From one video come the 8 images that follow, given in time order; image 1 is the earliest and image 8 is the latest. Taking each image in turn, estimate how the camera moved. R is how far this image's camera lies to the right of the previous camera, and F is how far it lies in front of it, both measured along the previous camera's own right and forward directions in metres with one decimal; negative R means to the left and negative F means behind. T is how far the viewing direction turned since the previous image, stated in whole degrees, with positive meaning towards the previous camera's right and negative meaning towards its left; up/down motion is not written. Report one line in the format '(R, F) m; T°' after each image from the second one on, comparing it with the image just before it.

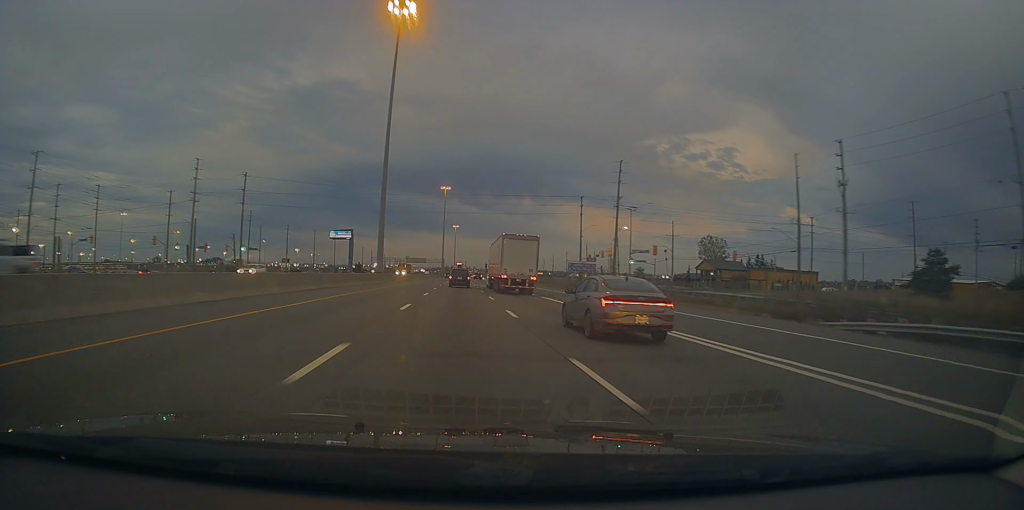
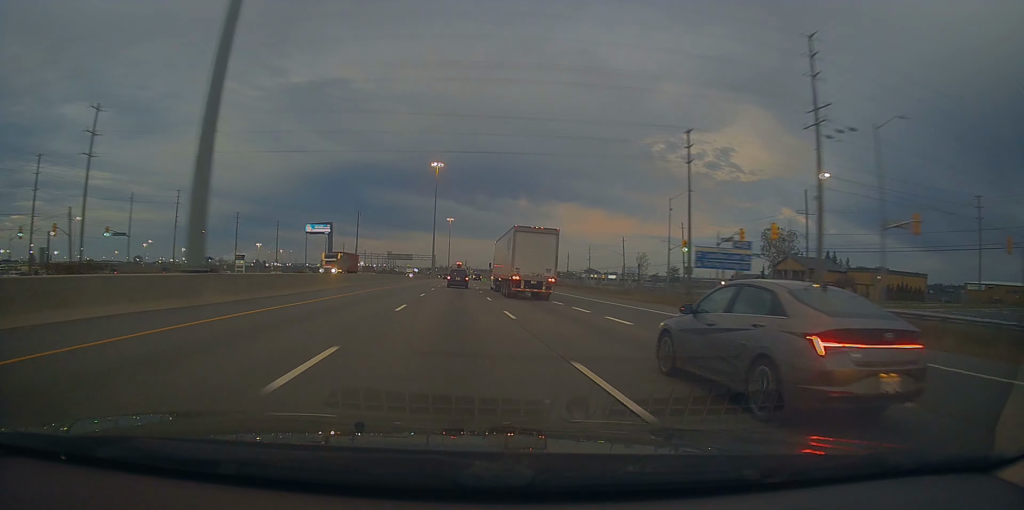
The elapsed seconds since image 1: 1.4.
(+0.1, +51.6) m; 0°
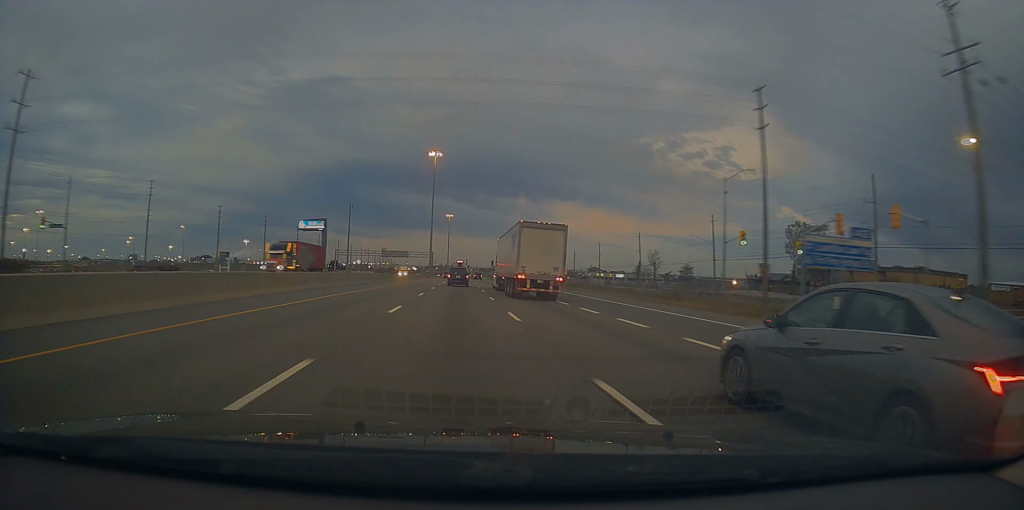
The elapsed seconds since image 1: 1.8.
(0.0, +14.2) m; 0°
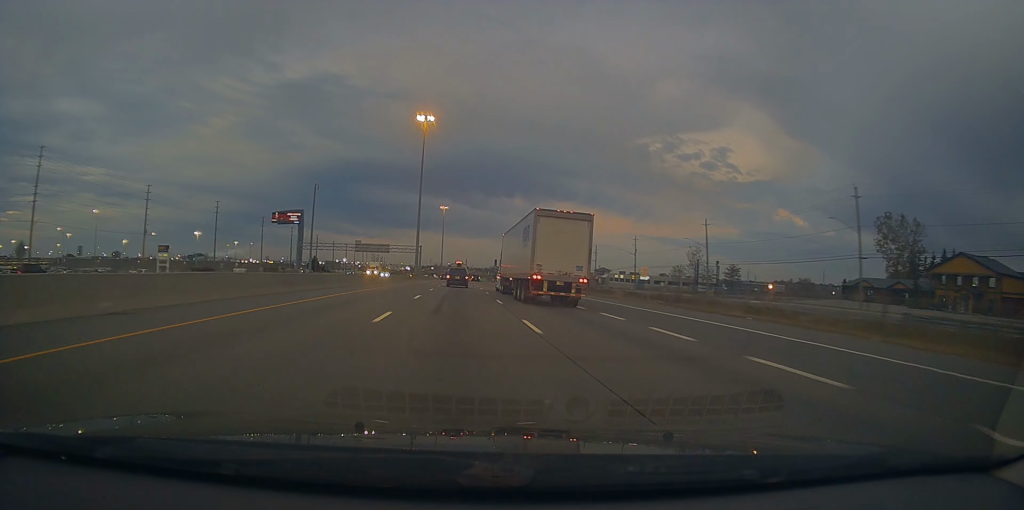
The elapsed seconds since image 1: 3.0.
(0.0, +36.5) m; 0°
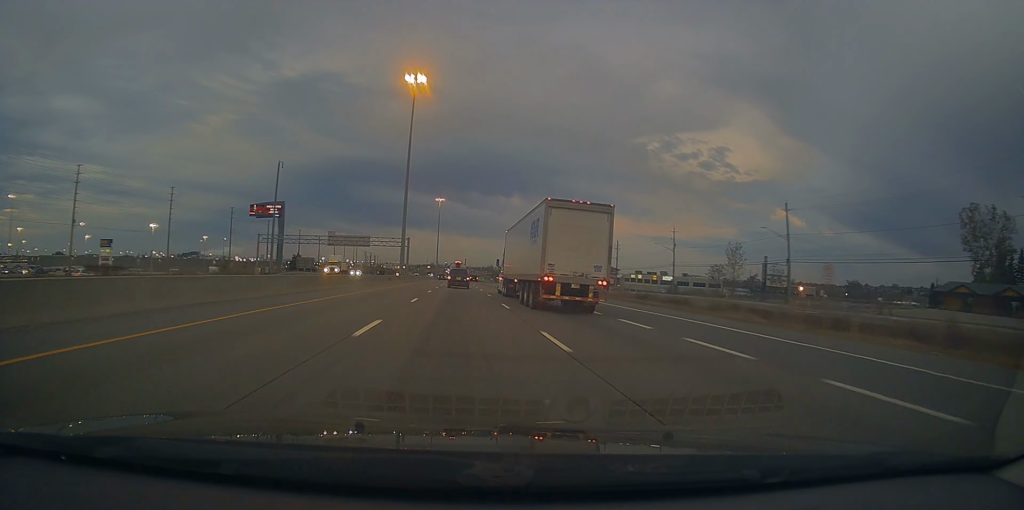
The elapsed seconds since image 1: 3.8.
(0.0, +25.1) m; 0°
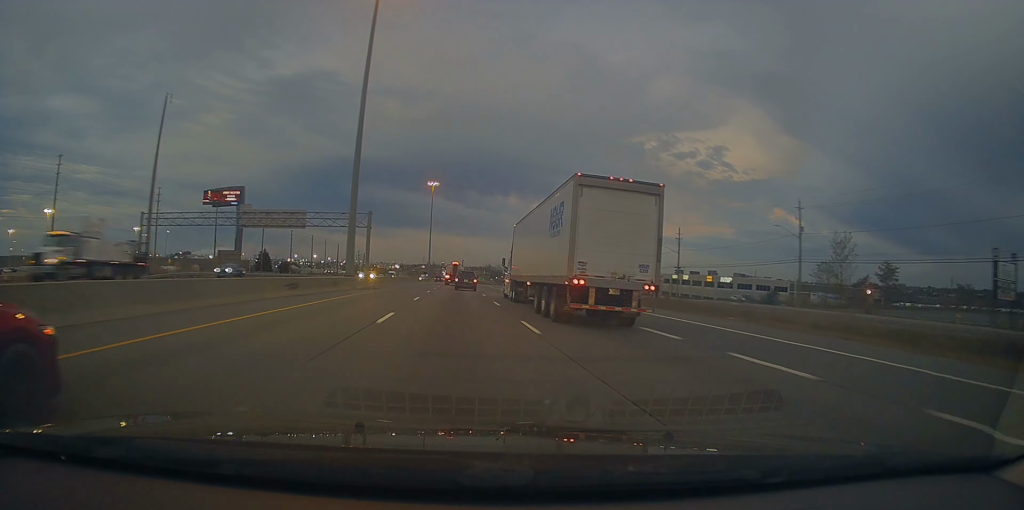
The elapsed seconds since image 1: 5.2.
(+0.7, +43.4) m; +2°
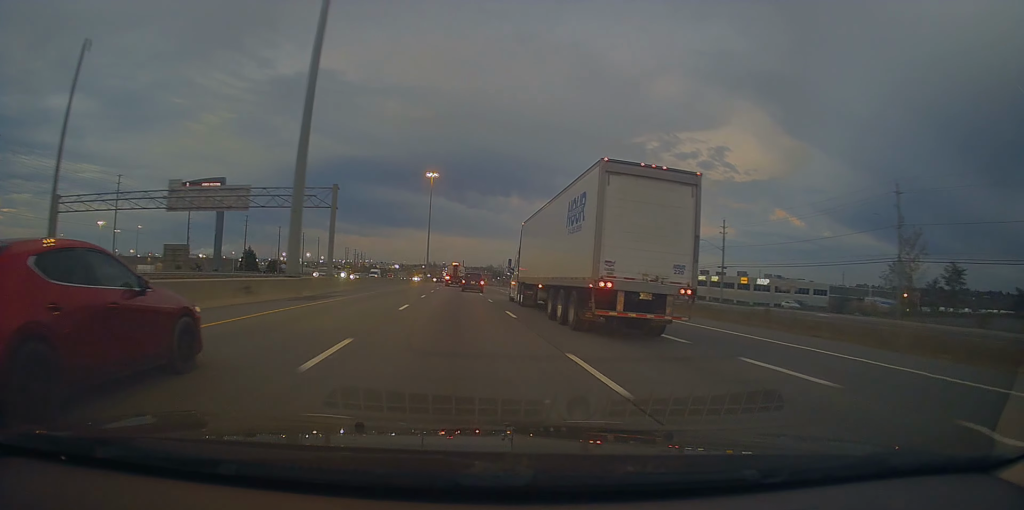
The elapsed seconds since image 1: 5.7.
(+0.3, +18.0) m; +1°
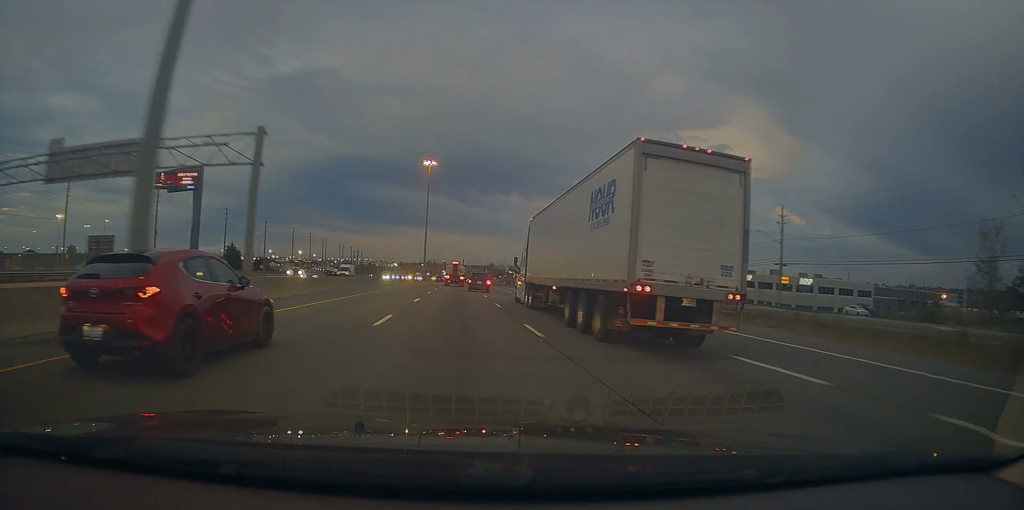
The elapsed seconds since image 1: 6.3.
(0.0, +17.2) m; -1°
